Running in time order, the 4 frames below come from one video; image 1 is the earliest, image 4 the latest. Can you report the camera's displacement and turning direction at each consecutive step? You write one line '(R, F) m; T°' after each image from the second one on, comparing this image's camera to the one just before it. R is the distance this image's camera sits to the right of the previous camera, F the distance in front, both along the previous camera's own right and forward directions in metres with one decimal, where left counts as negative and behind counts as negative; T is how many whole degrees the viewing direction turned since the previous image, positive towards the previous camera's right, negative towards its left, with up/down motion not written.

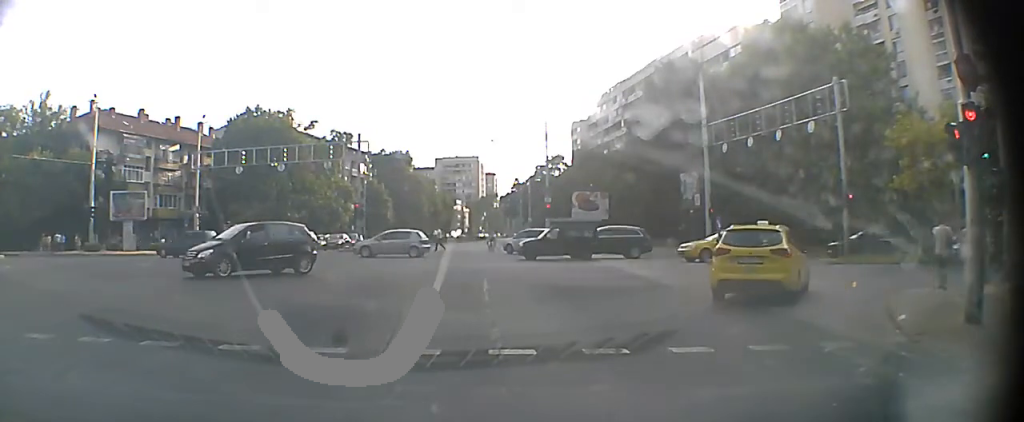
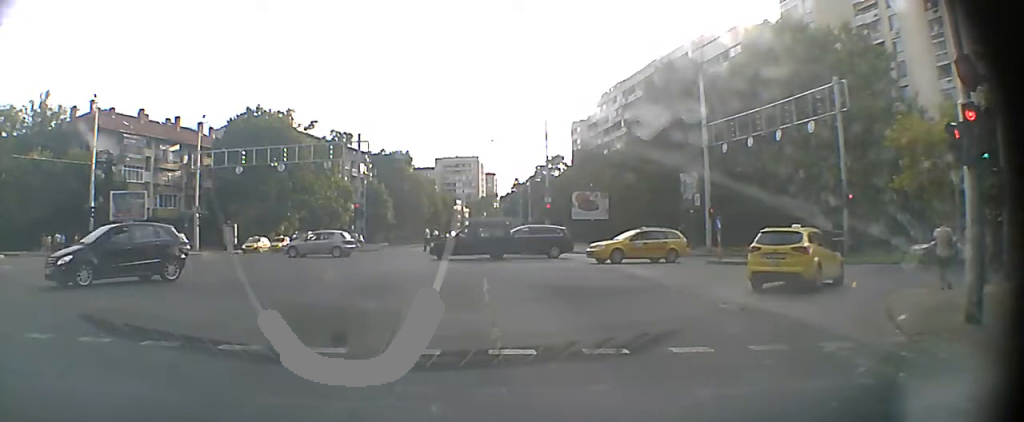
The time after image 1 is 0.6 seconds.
(0.0, 0.0) m; 0°
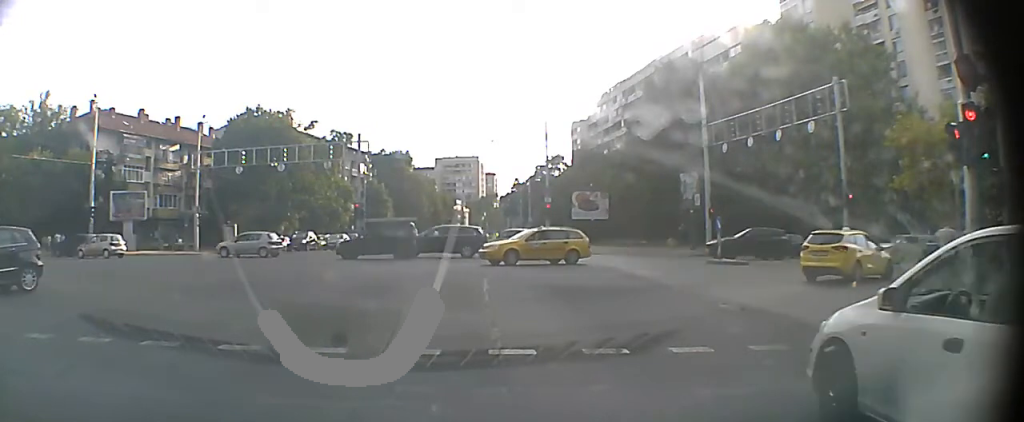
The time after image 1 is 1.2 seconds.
(0.0, 0.0) m; 0°
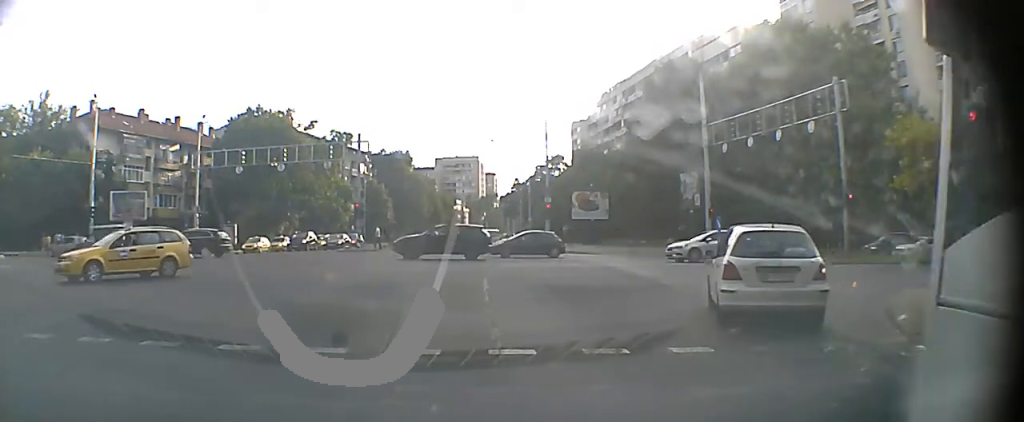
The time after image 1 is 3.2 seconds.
(0.0, 0.0) m; 0°
